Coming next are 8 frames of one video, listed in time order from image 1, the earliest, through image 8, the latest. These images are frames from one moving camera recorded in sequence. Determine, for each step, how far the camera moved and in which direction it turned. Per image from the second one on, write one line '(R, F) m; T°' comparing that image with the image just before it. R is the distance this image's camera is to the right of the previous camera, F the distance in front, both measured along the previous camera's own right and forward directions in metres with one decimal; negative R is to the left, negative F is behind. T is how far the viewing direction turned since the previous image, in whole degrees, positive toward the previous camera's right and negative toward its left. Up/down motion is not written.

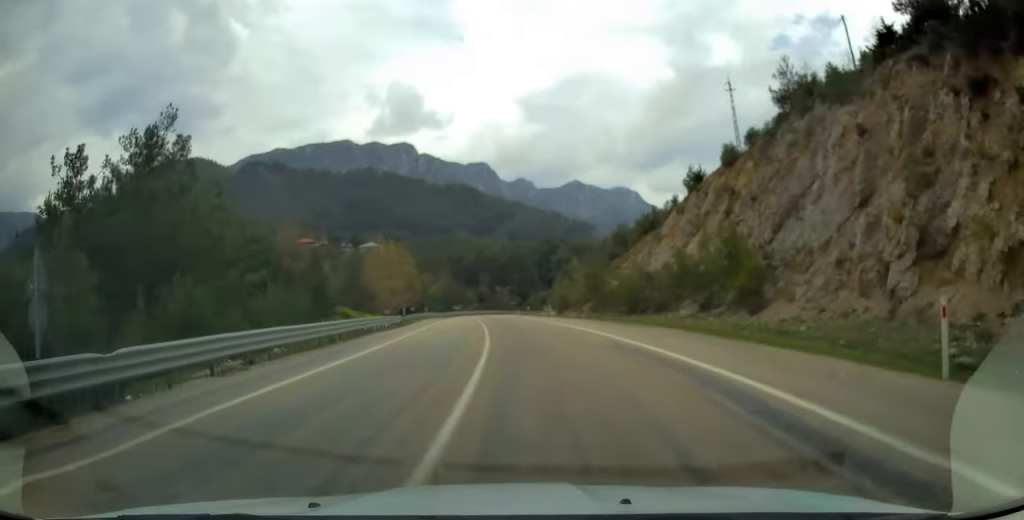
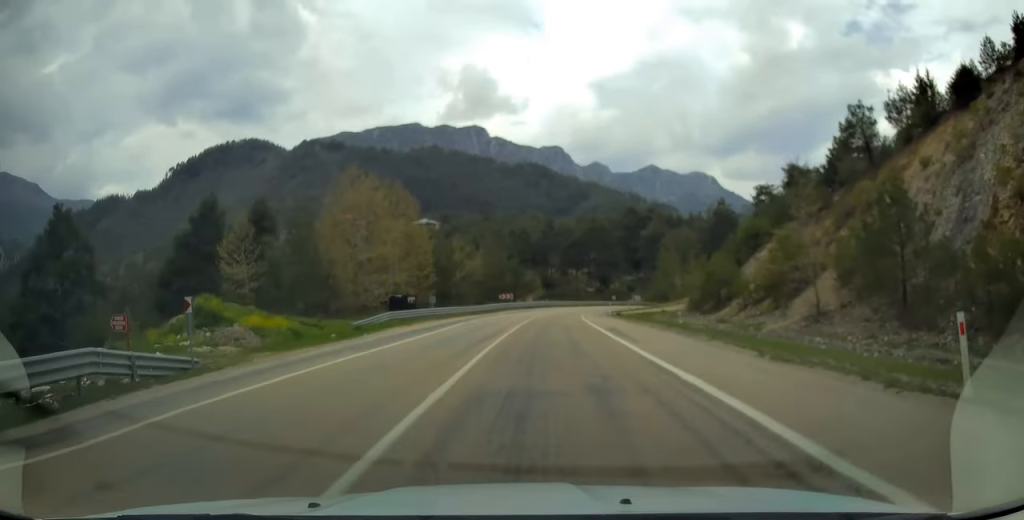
(-3.7, +47.2) m; -6°
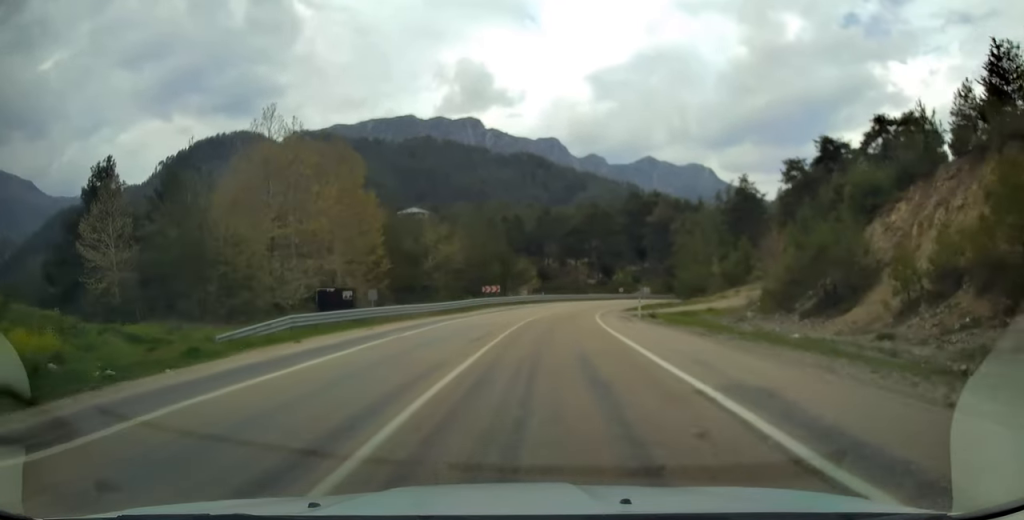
(-0.1, +17.2) m; +1°
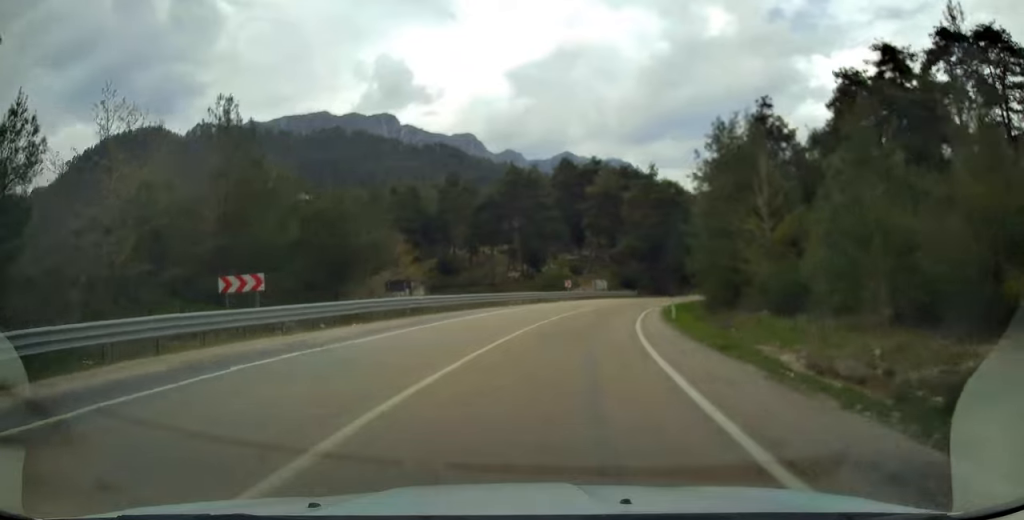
(+2.0, +43.6) m; +8°
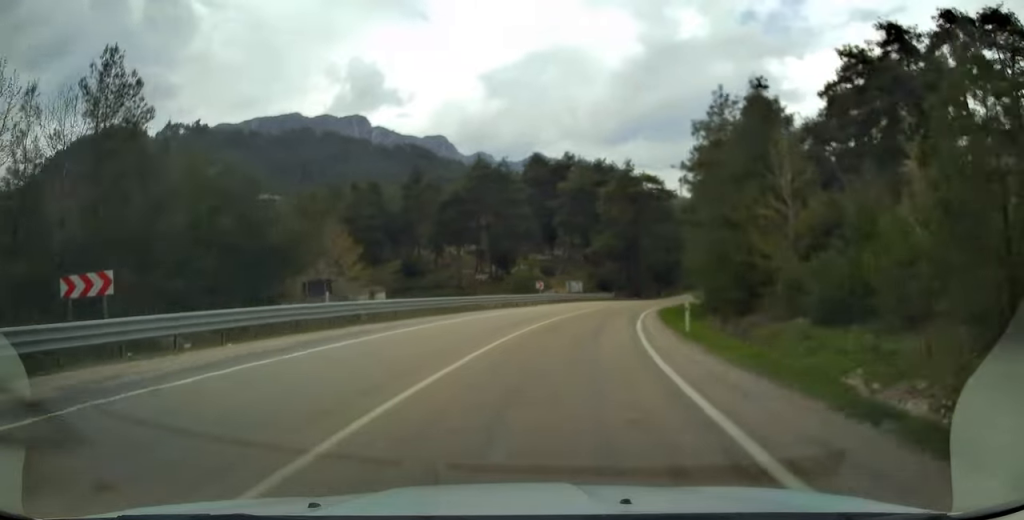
(+0.4, +7.4) m; +3°
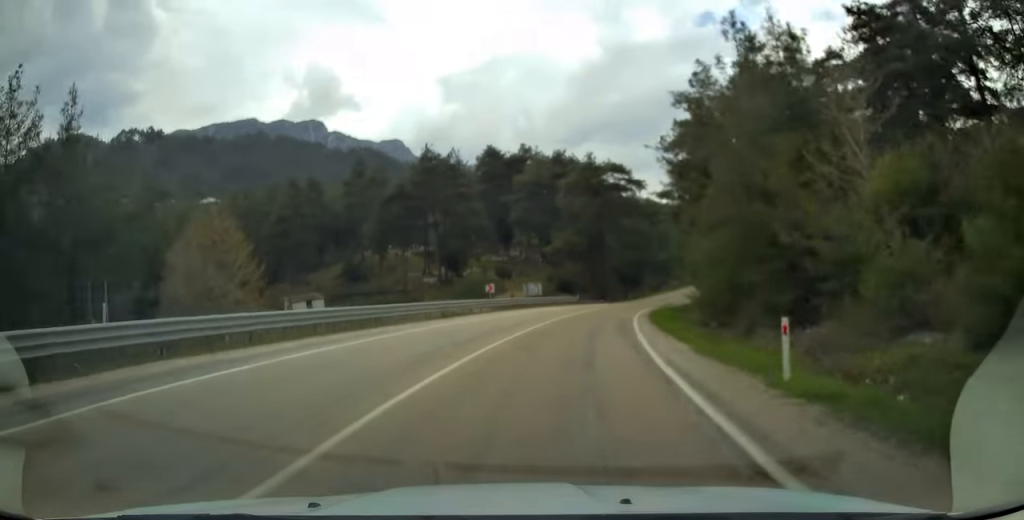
(+0.2, +10.4) m; +4°
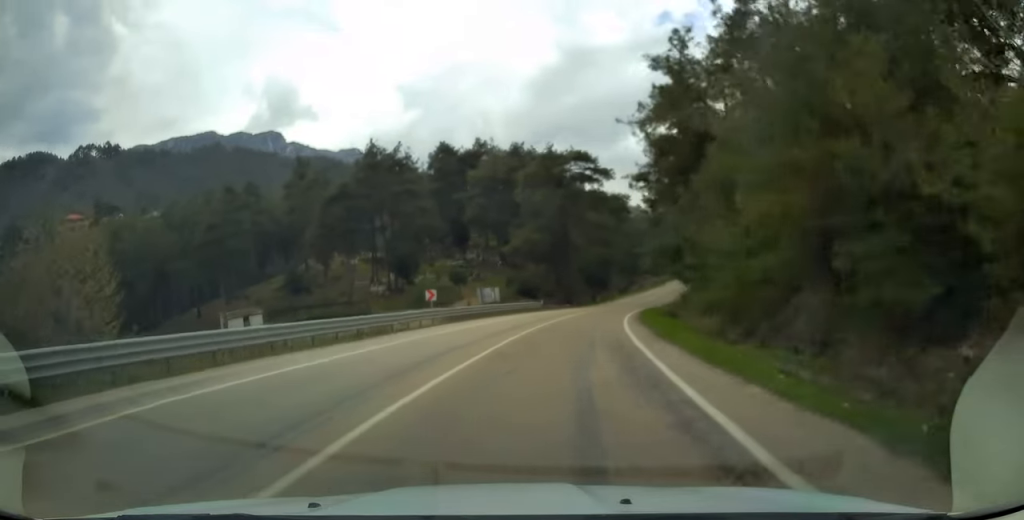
(+0.4, +9.4) m; +3°
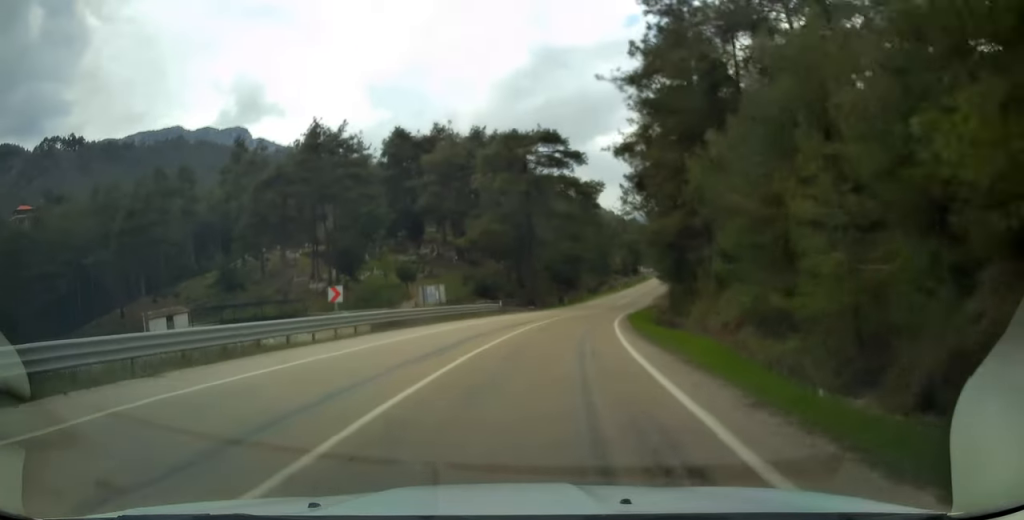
(+0.2, +10.7) m; +3°
